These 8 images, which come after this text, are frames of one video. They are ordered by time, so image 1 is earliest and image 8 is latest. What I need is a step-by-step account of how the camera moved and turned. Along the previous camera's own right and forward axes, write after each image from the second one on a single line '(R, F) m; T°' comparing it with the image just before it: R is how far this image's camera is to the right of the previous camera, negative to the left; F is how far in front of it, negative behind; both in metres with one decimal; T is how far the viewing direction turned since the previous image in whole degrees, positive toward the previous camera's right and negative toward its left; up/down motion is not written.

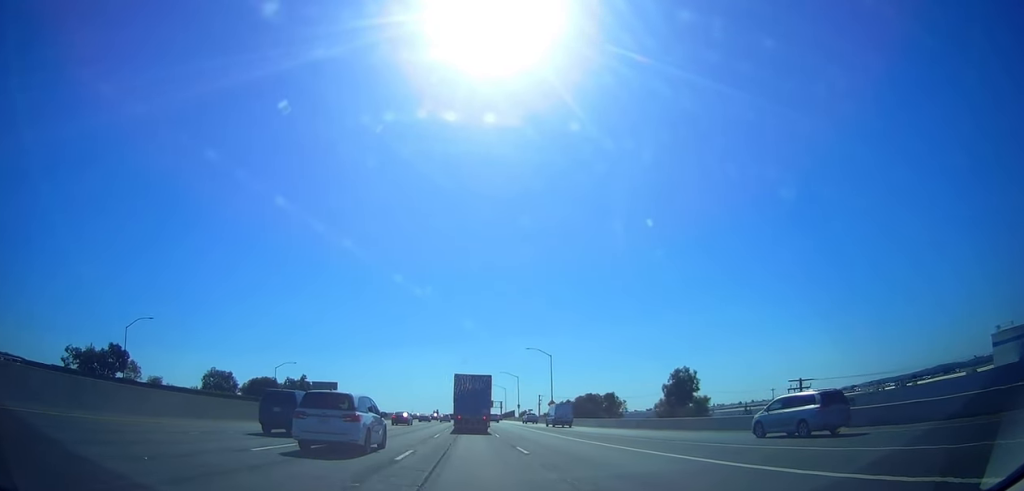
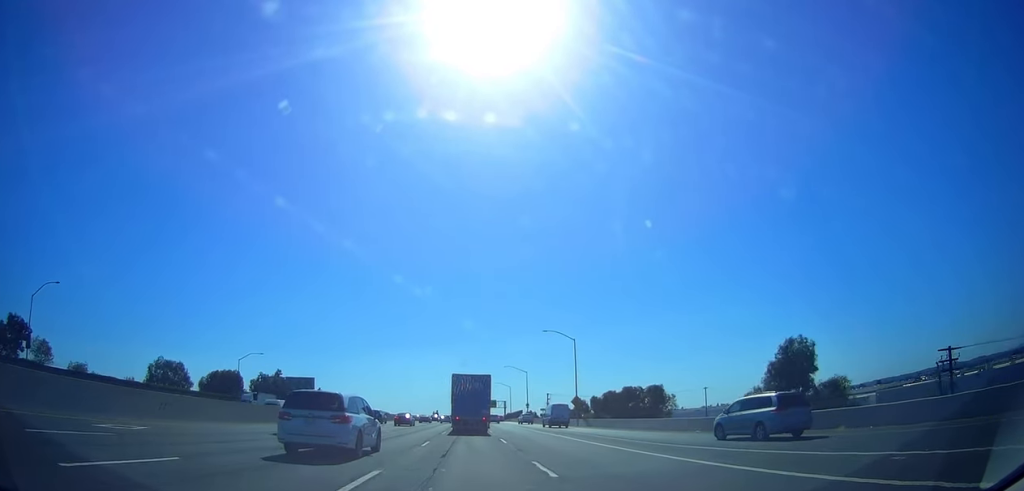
(+0.6, +22.1) m; +2°
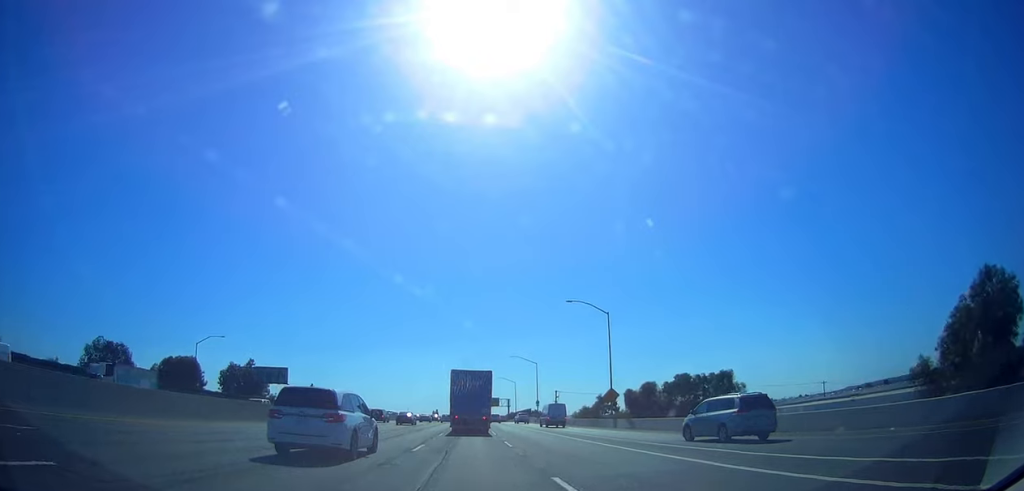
(0.0, +19.2) m; 0°
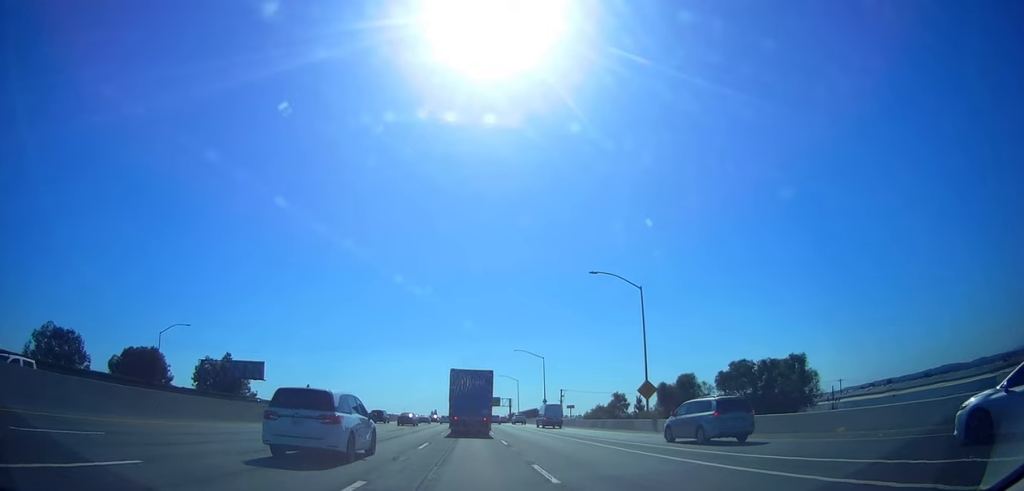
(0.0, +12.5) m; -1°
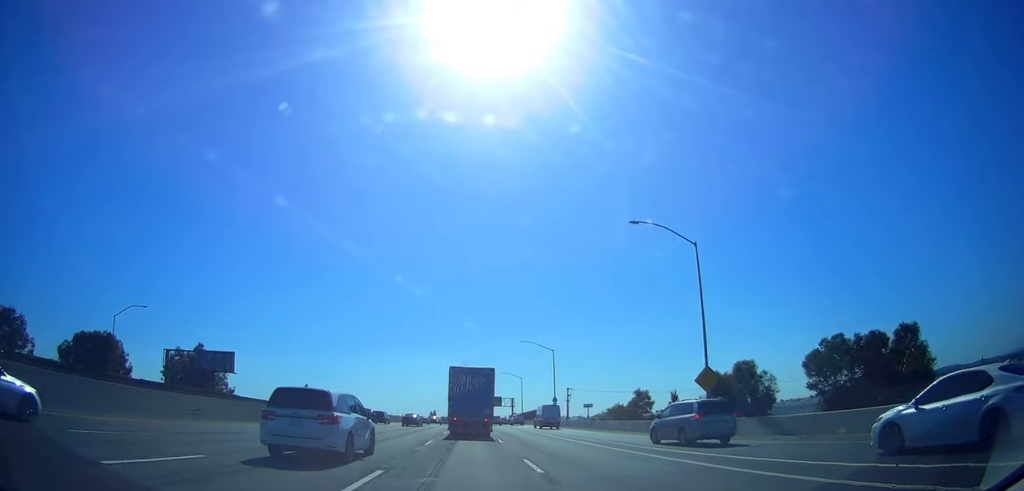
(+0.1, +12.8) m; -2°
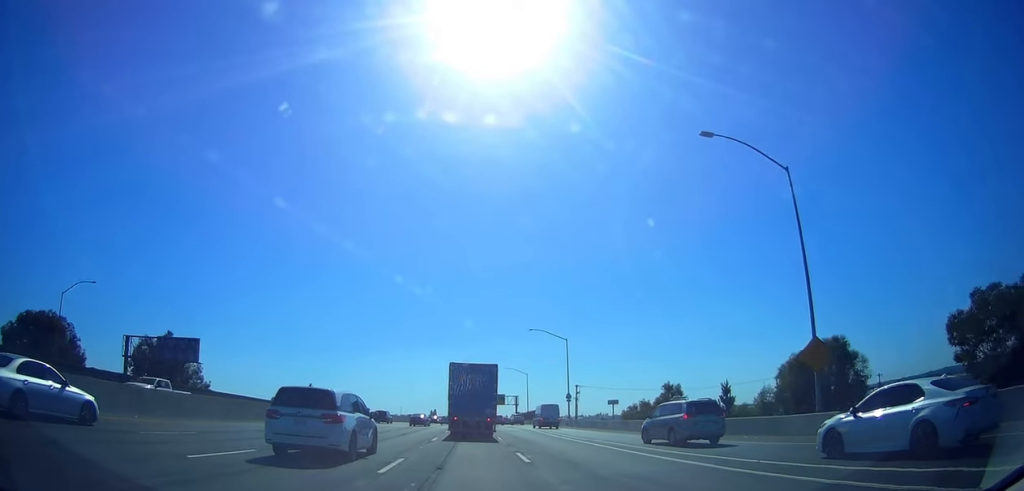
(-0.5, +12.2) m; 0°
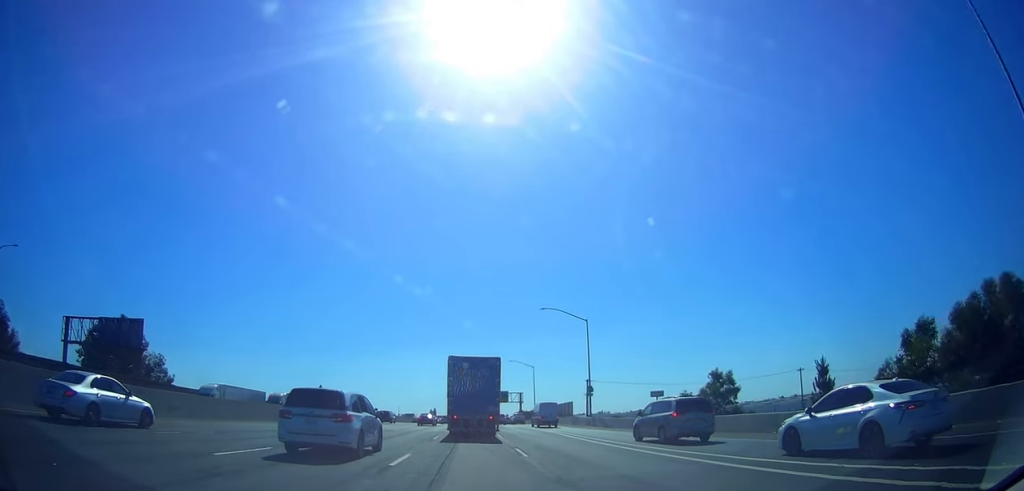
(0.0, +14.6) m; +1°
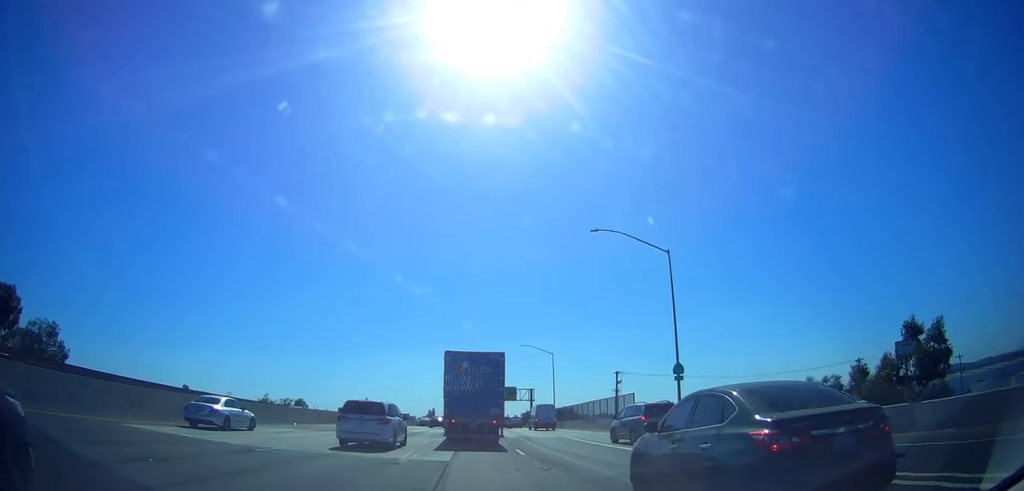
(+0.9, +31.1) m; +2°
